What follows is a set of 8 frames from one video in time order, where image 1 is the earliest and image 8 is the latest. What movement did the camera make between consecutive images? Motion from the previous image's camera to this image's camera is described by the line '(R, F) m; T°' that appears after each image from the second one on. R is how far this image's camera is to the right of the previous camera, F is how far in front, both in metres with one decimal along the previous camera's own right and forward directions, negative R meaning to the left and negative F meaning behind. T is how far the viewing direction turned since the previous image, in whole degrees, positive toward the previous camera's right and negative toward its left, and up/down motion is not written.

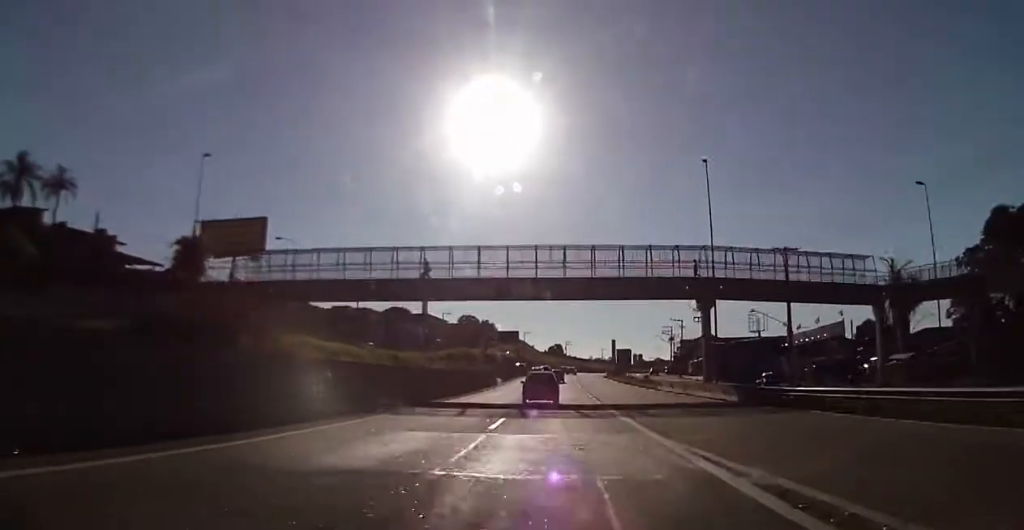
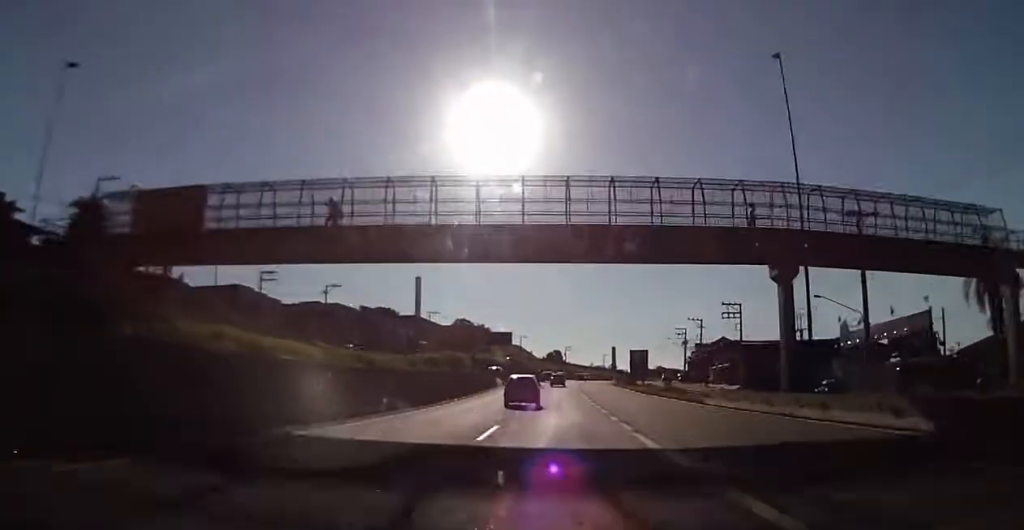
(+0.1, +18.8) m; 0°
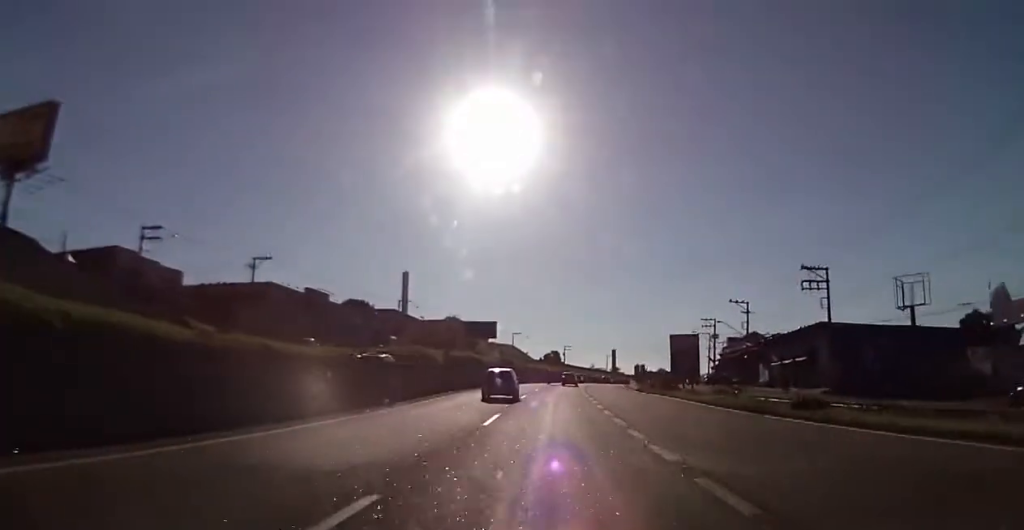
(+0.1, +28.8) m; 0°
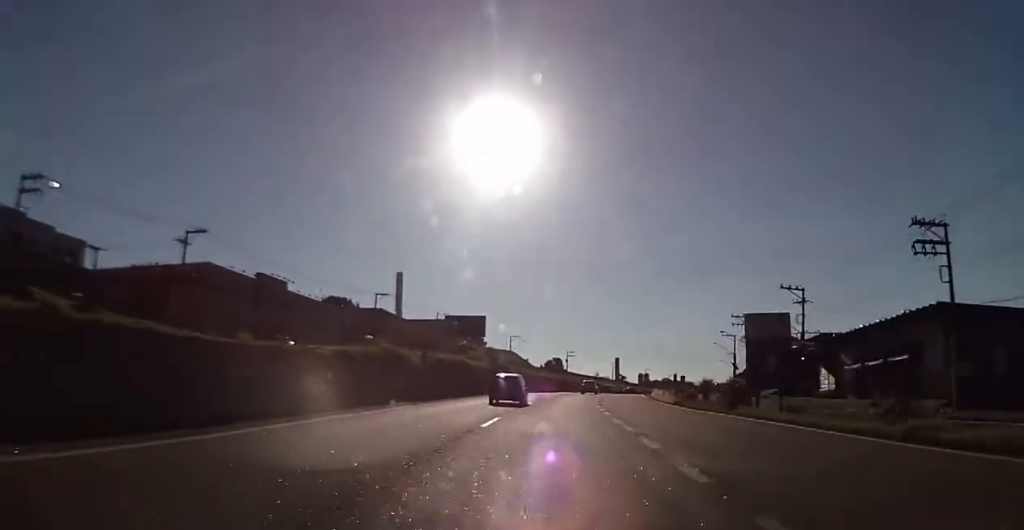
(0.0, +18.6) m; 0°
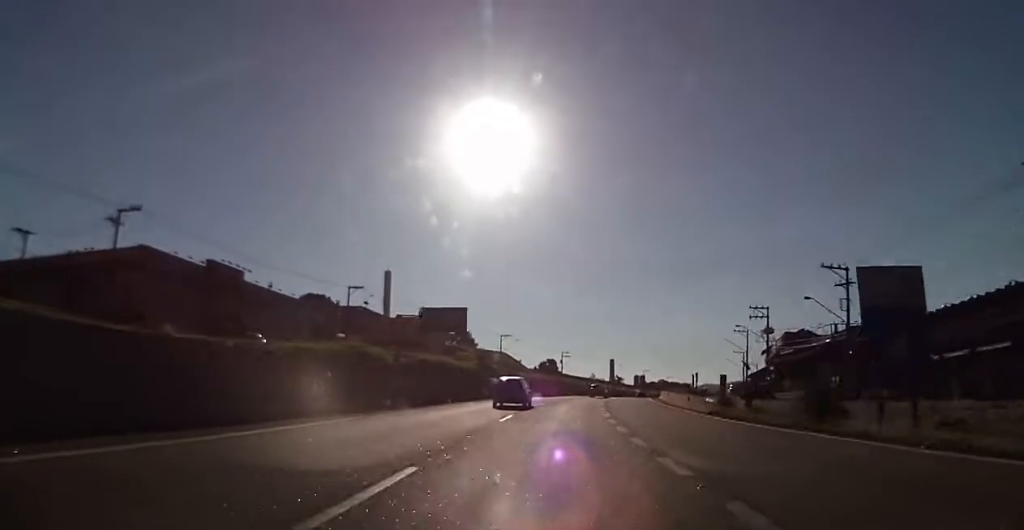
(0.0, +11.8) m; 0°
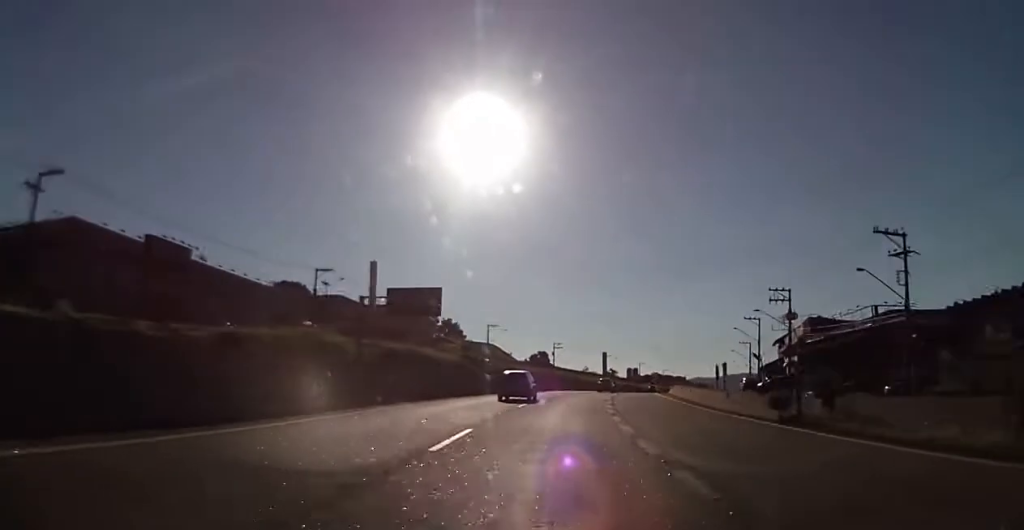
(0.0, +11.0) m; 0°
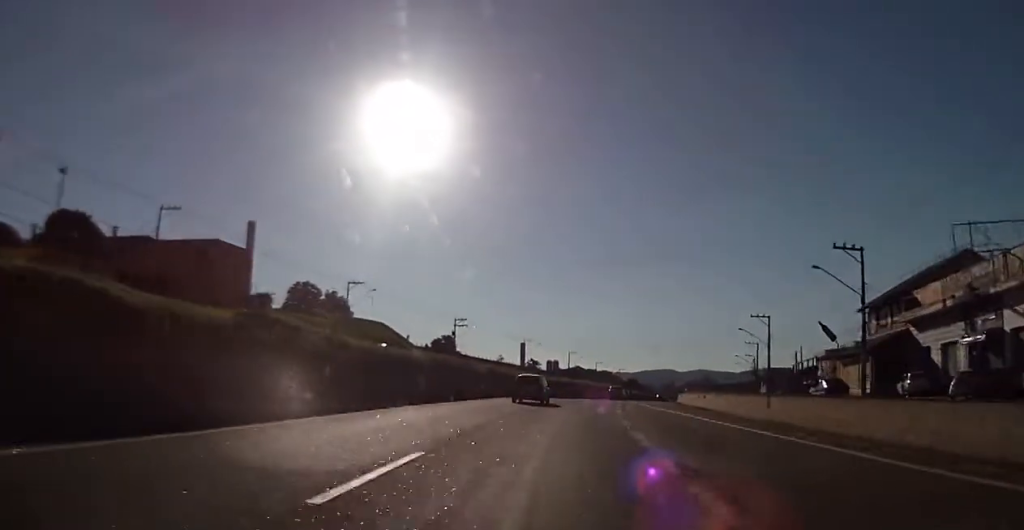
(+1.0, +54.8) m; +4°
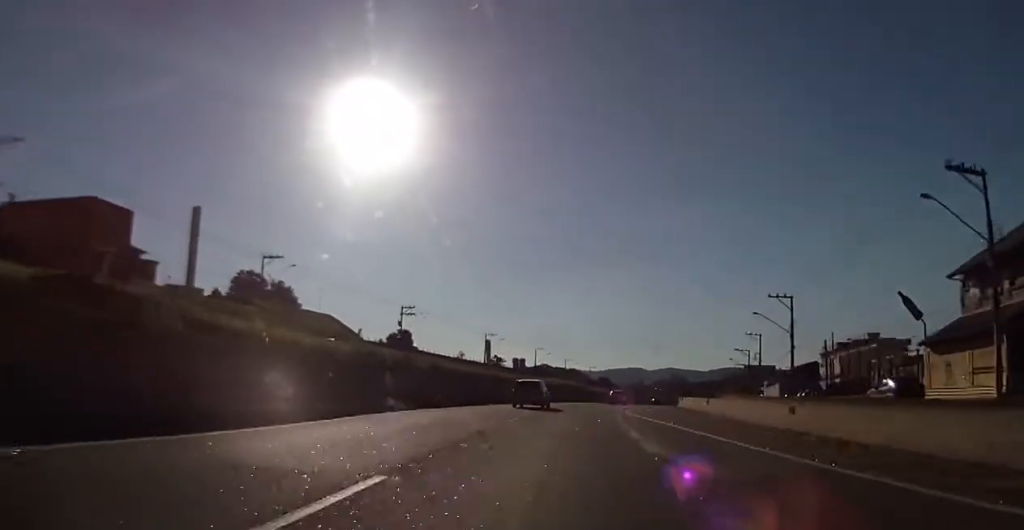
(+0.4, +19.2) m; +3°
